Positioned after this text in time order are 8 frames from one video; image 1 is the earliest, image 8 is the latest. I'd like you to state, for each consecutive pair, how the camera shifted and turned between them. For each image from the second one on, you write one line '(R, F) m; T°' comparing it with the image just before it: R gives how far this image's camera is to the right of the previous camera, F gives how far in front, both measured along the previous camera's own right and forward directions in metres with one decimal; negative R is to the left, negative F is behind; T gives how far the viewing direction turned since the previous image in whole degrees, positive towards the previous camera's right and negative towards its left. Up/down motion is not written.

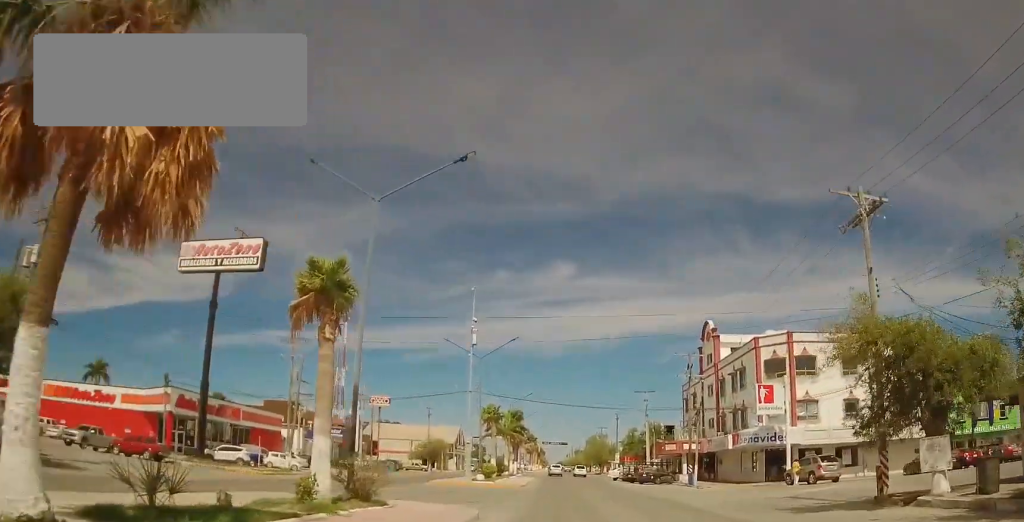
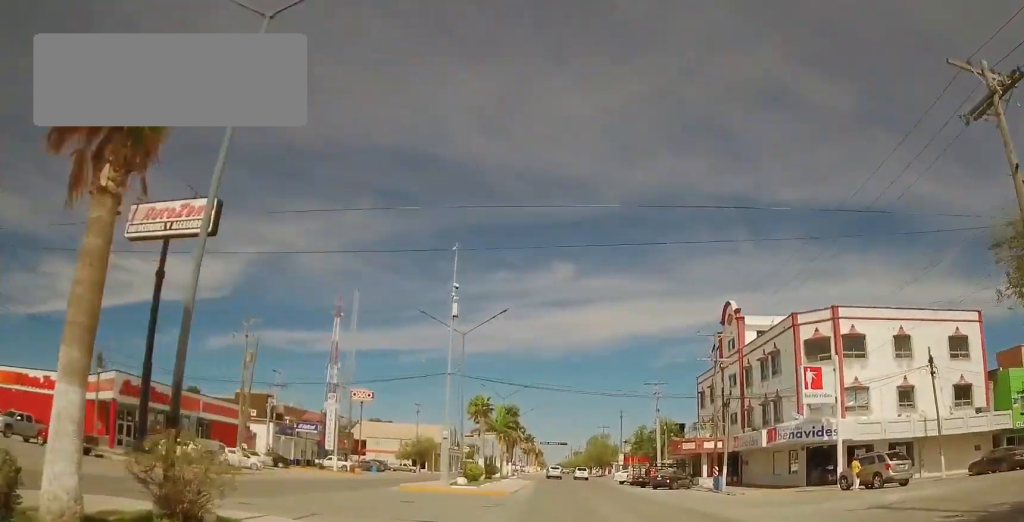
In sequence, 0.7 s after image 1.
(+0.1, +8.0) m; 0°
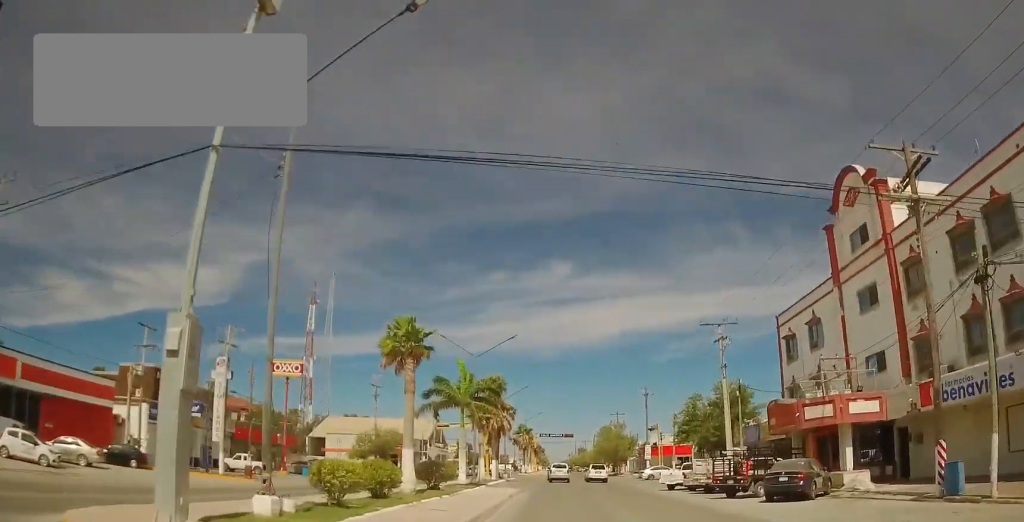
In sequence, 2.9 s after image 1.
(0.0, +25.7) m; -1°
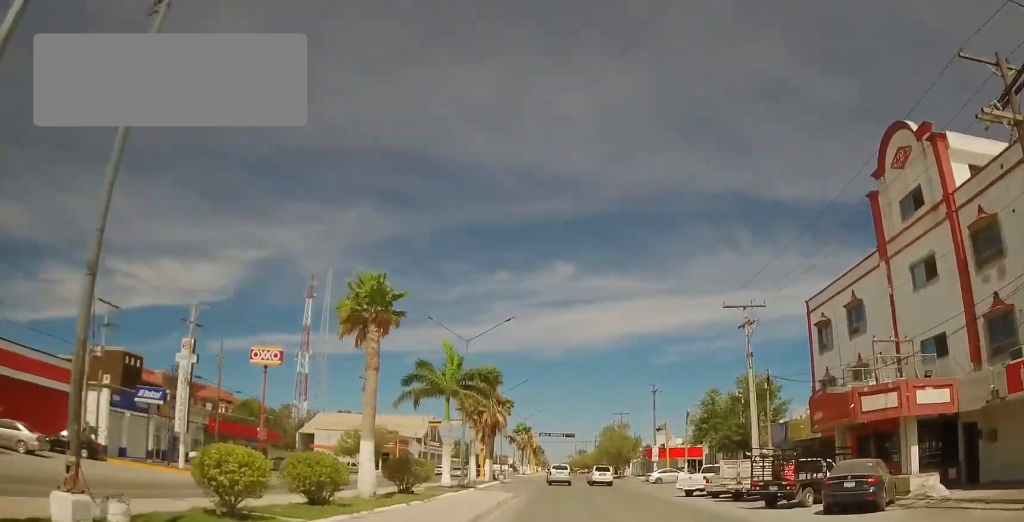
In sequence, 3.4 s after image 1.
(0.0, +5.1) m; 0°
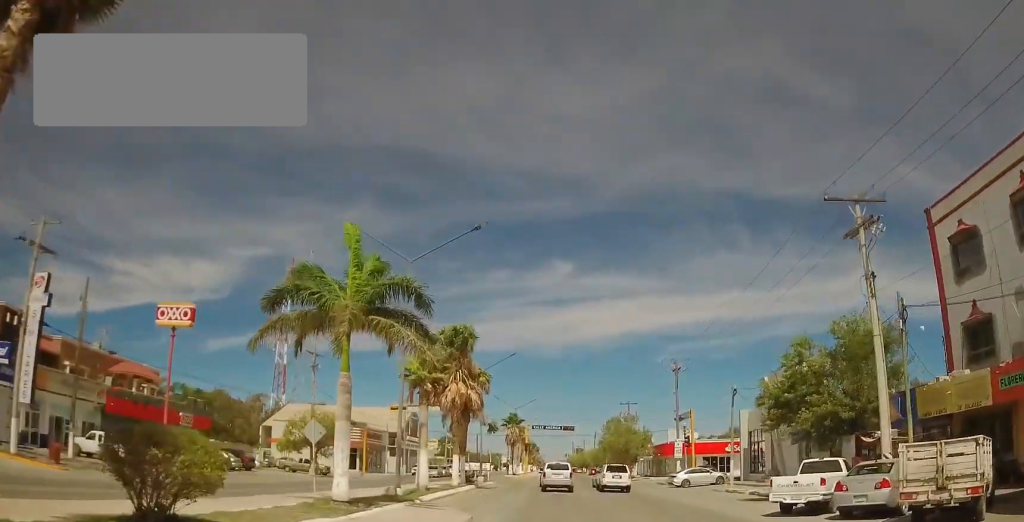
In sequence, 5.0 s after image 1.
(-0.1, +14.9) m; 0°
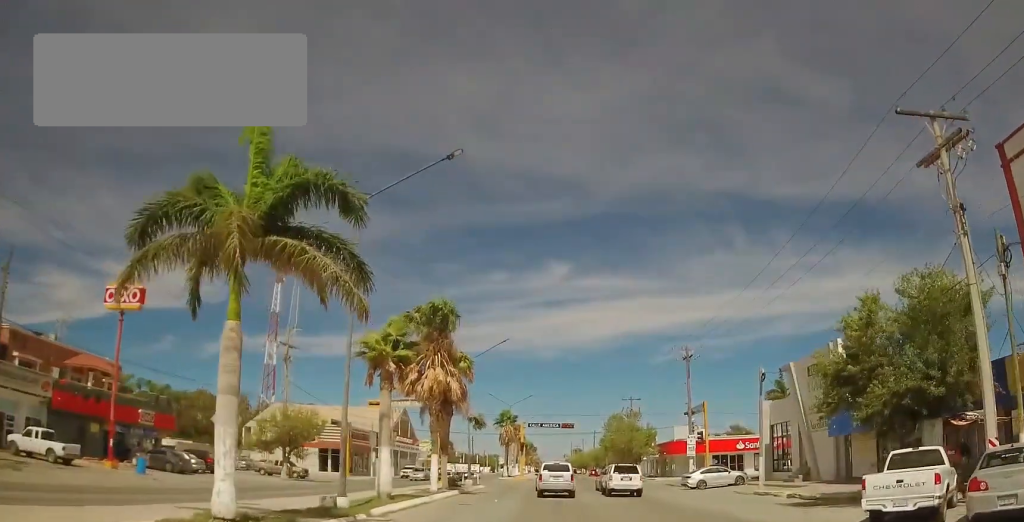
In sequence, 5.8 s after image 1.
(0.0, +6.4) m; 0°
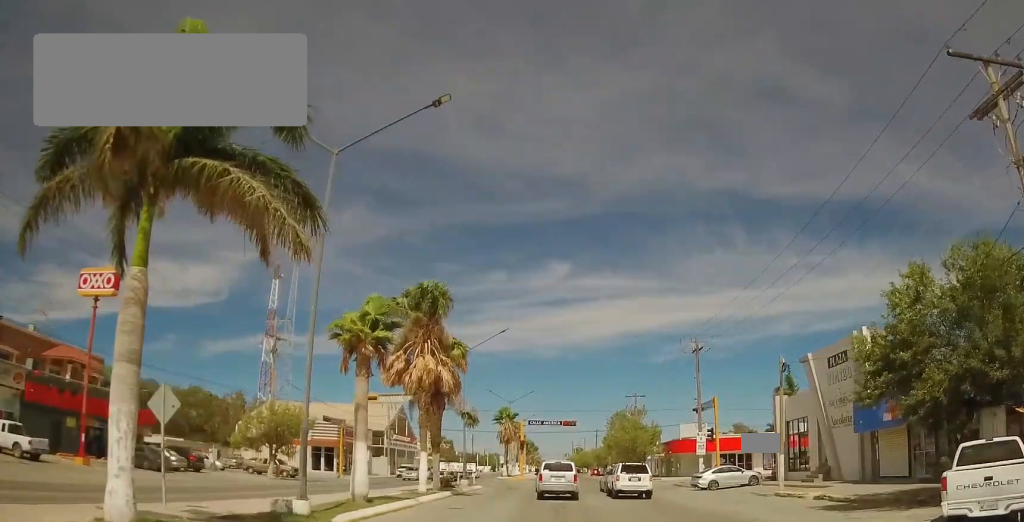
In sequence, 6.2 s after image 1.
(0.0, +3.3) m; 0°
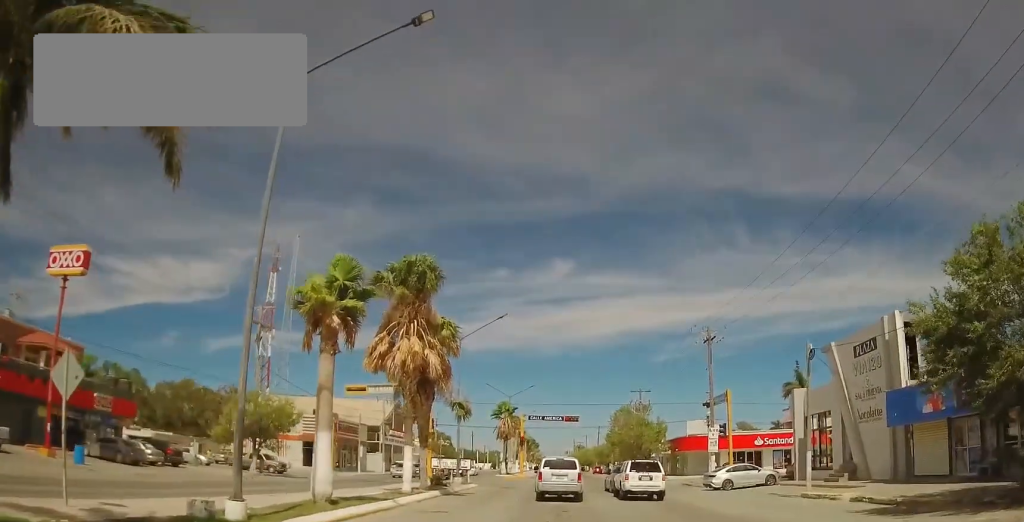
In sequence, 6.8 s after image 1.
(0.0, +3.7) m; -1°
